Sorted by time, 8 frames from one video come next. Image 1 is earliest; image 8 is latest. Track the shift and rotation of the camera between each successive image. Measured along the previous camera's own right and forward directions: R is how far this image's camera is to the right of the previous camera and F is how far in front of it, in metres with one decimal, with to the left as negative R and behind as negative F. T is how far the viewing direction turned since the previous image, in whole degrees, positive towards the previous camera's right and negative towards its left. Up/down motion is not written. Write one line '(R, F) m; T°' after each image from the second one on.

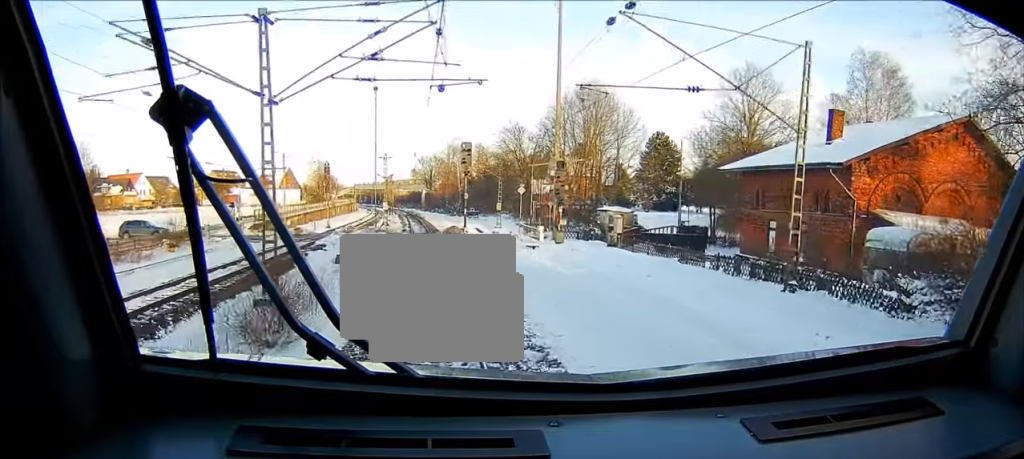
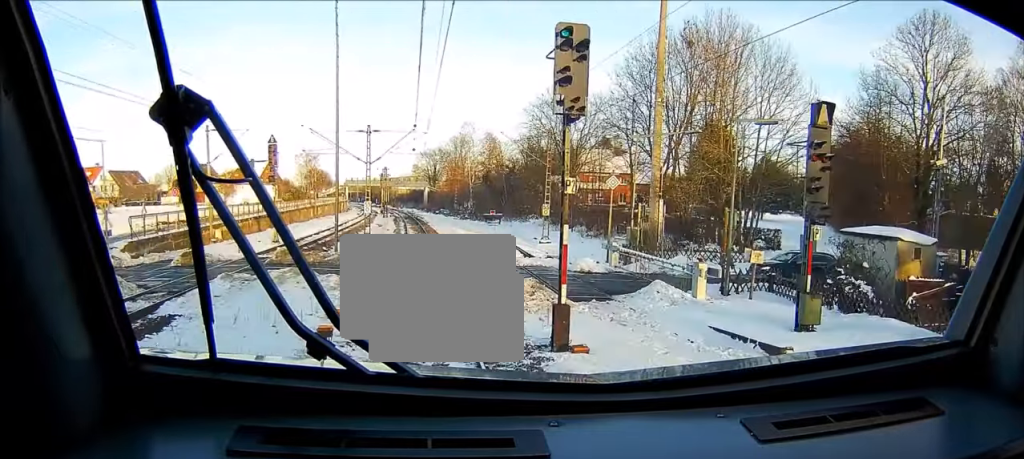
(+0.4, +27.4) m; +1°
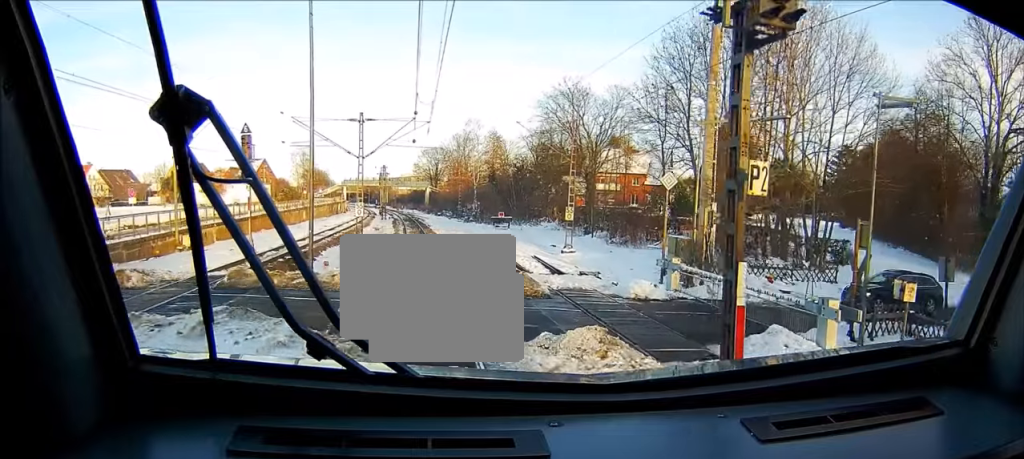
(-0.1, +7.2) m; -1°
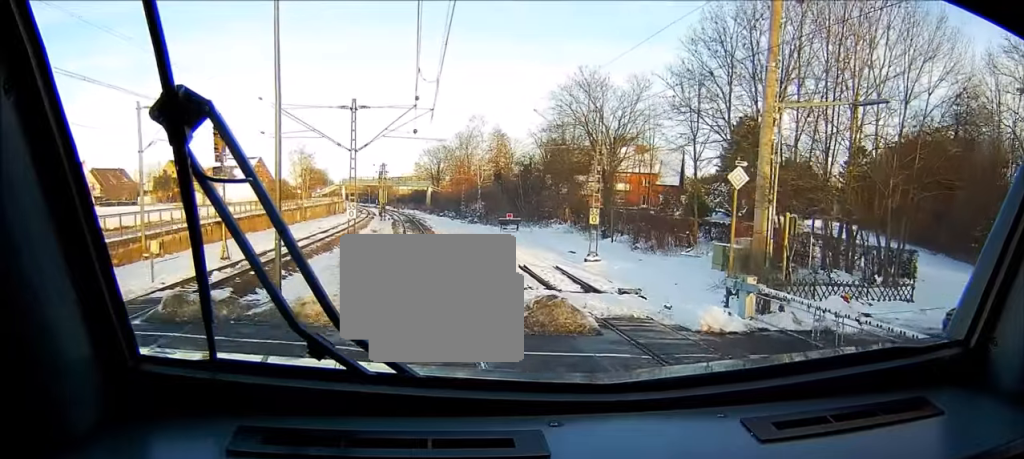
(0.0, +5.3) m; 0°
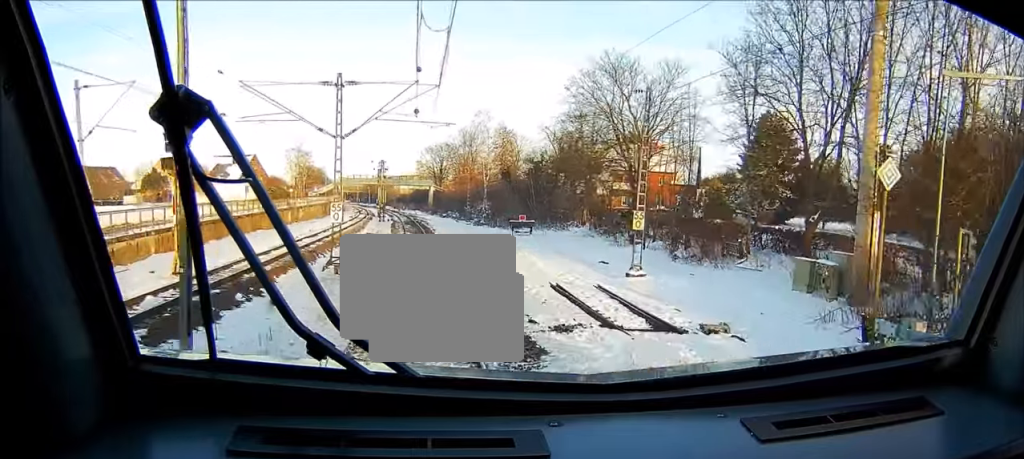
(0.0, +6.7) m; 0°
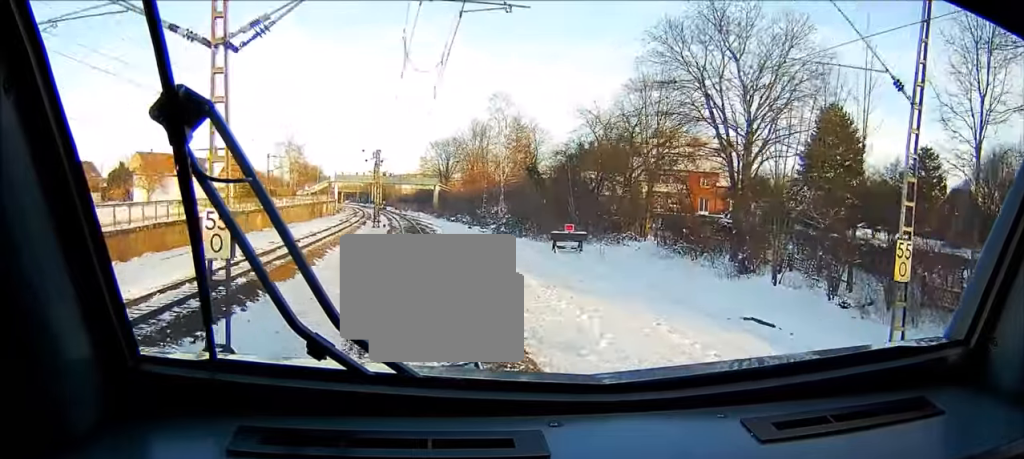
(-0.2, +16.9) m; 0°
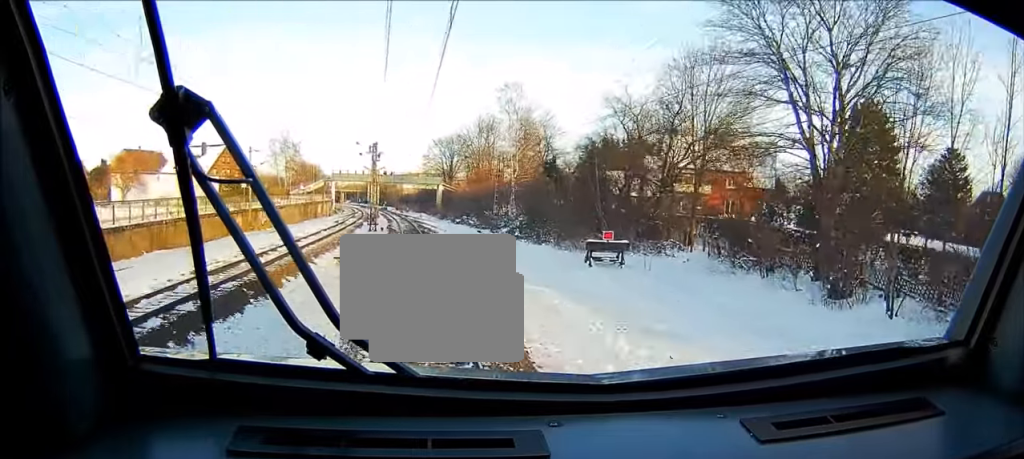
(+0.1, +8.0) m; 0°
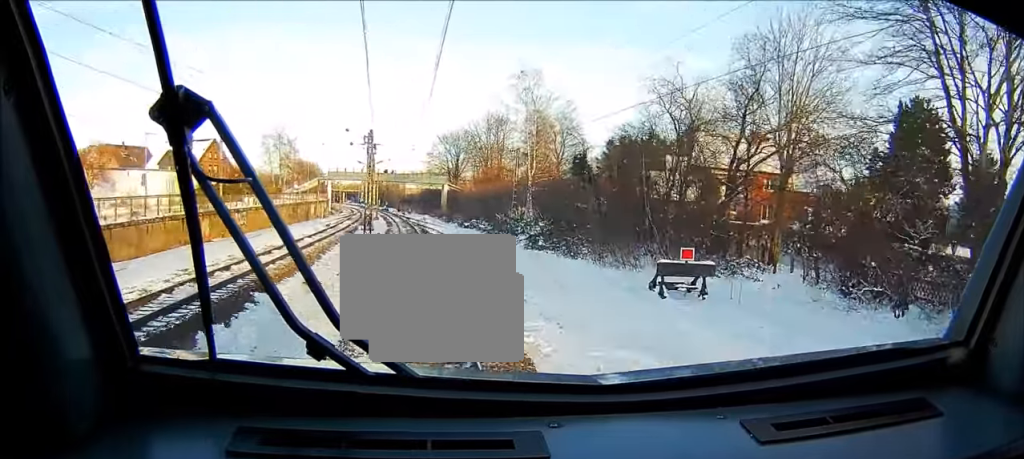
(0.0, +9.8) m; 0°
